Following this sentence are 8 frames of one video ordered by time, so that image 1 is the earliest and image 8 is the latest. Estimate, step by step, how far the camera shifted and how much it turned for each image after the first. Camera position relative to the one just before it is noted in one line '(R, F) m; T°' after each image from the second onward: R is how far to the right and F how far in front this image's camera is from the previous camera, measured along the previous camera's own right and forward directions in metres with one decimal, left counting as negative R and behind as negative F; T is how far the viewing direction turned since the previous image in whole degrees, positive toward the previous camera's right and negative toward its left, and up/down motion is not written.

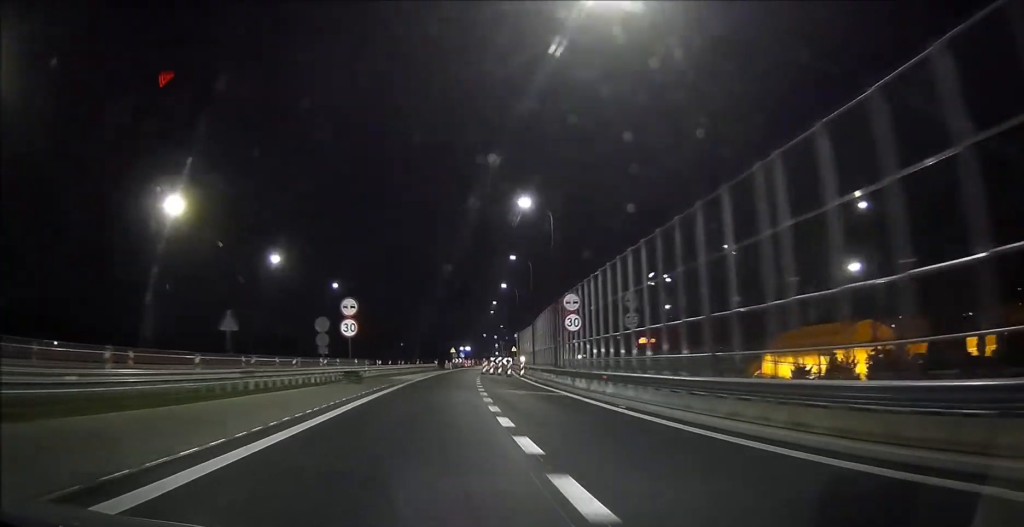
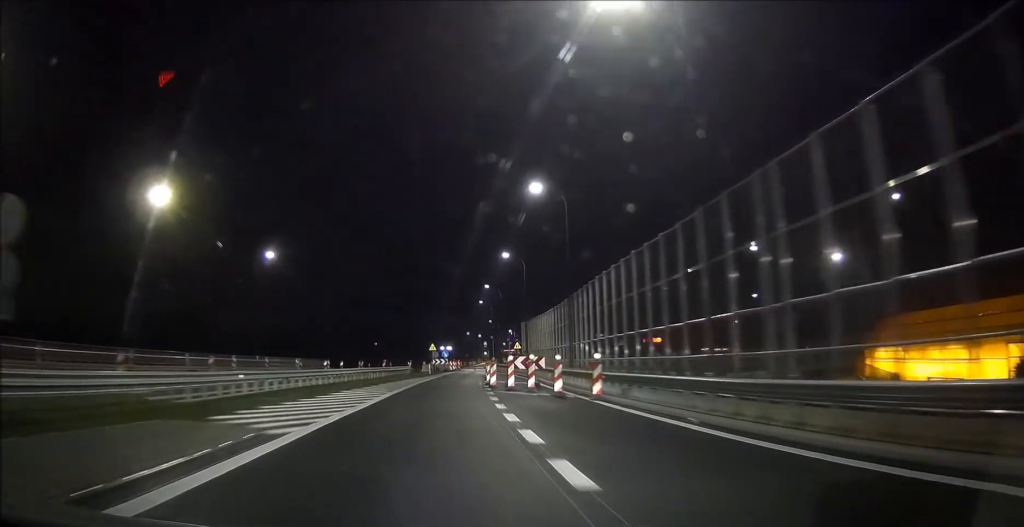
(+1.0, +30.9) m; +4°
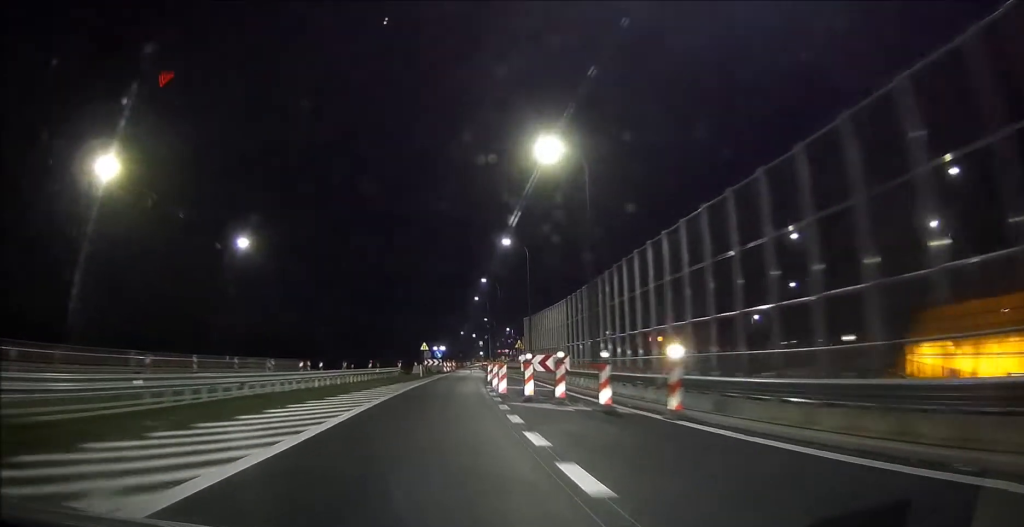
(0.0, +8.3) m; 0°
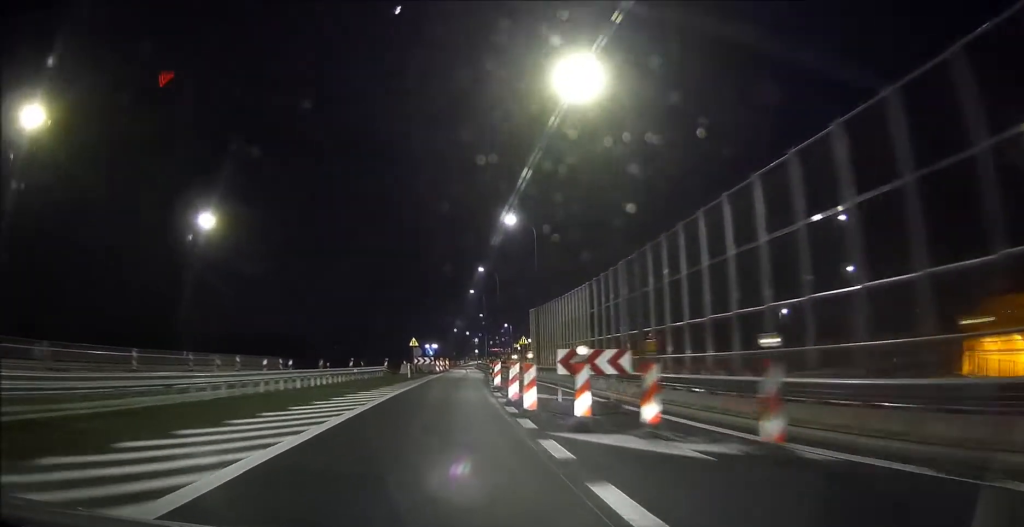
(0.0, +9.6) m; 0°
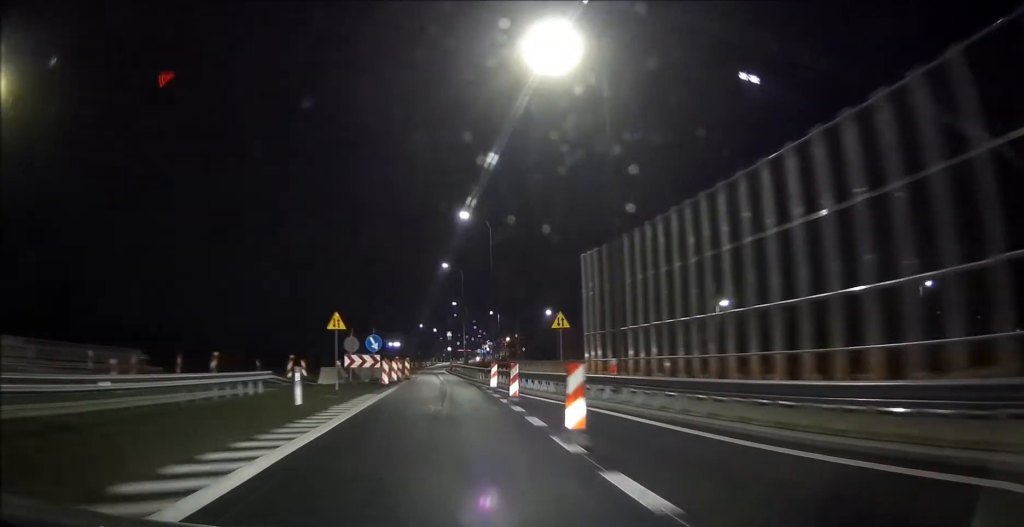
(+0.7, +30.9) m; +3°
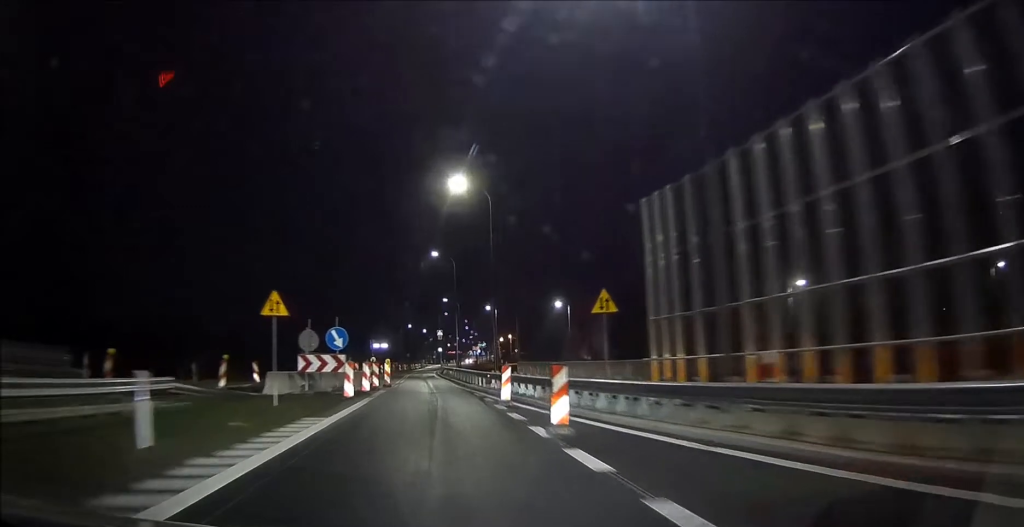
(+0.1, +9.7) m; +1°
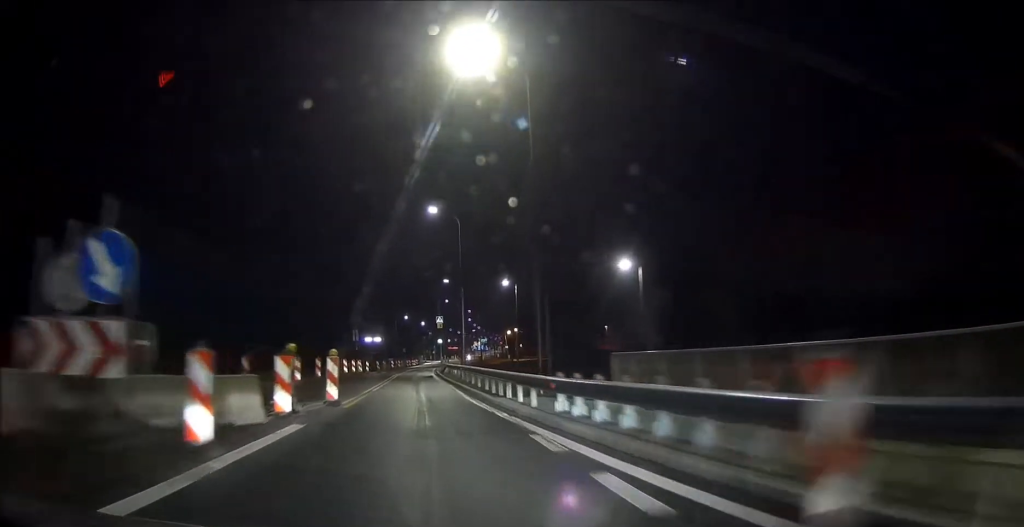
(0.0, +17.5) m; 0°
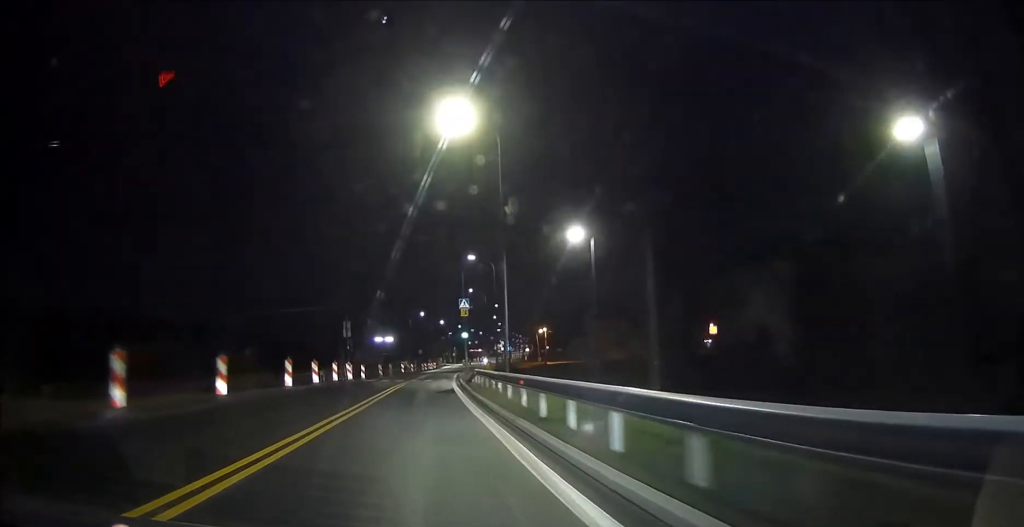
(-0.2, +20.7) m; -1°
